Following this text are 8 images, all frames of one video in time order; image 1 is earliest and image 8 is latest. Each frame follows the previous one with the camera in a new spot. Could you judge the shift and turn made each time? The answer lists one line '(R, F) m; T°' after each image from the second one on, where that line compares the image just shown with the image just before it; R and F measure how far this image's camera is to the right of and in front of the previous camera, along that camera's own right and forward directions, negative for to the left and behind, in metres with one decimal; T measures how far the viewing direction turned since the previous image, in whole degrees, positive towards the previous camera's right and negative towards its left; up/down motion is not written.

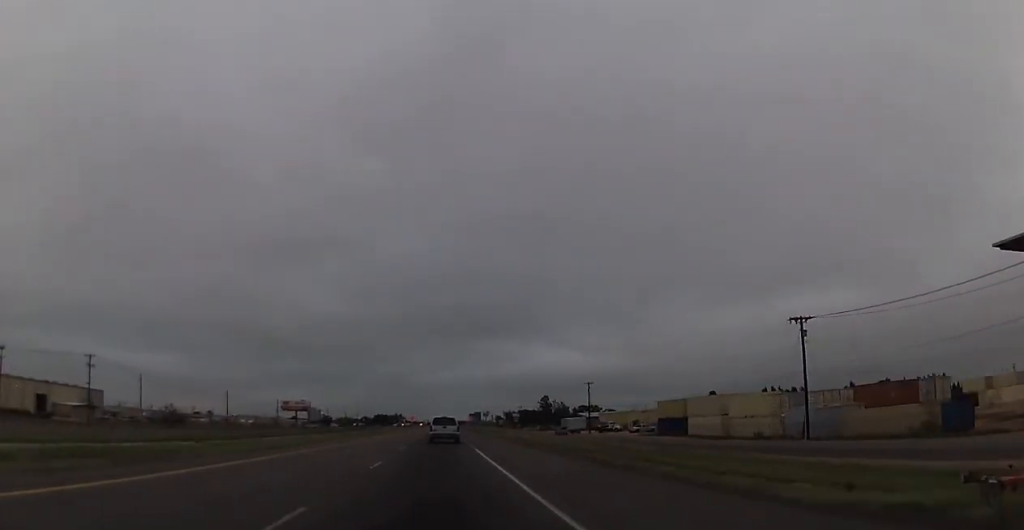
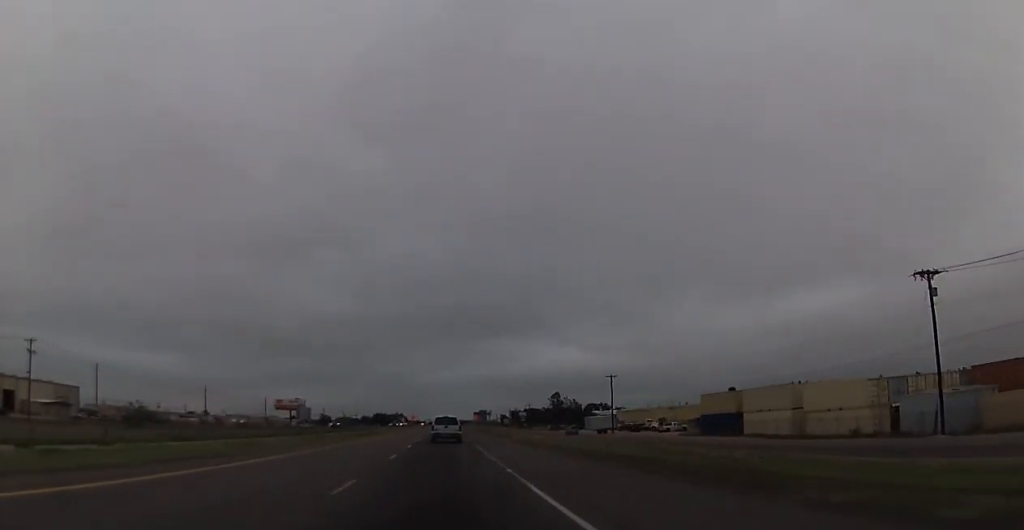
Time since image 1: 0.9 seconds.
(-0.1, +19.4) m; 0°
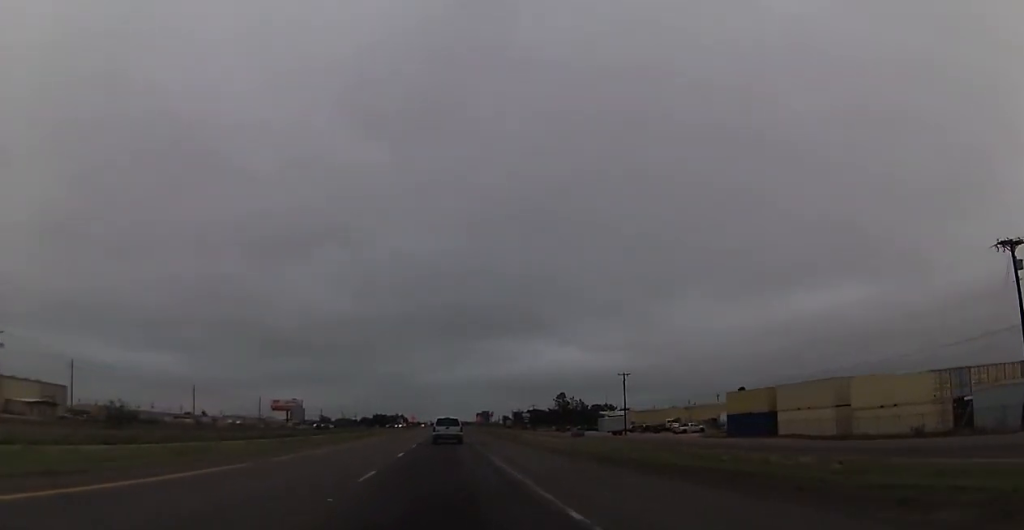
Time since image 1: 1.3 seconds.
(+0.2, +8.9) m; 0°
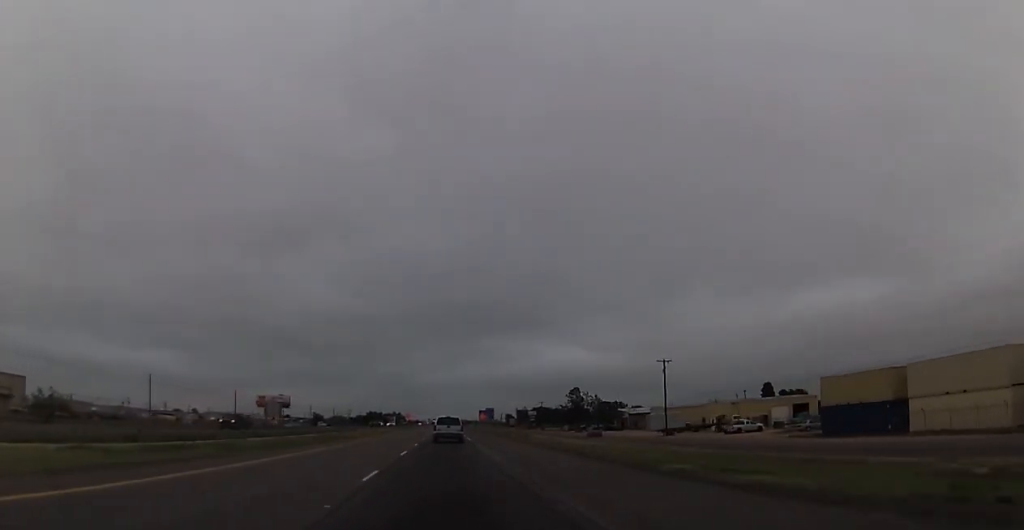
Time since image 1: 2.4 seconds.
(+0.1, +24.5) m; 0°
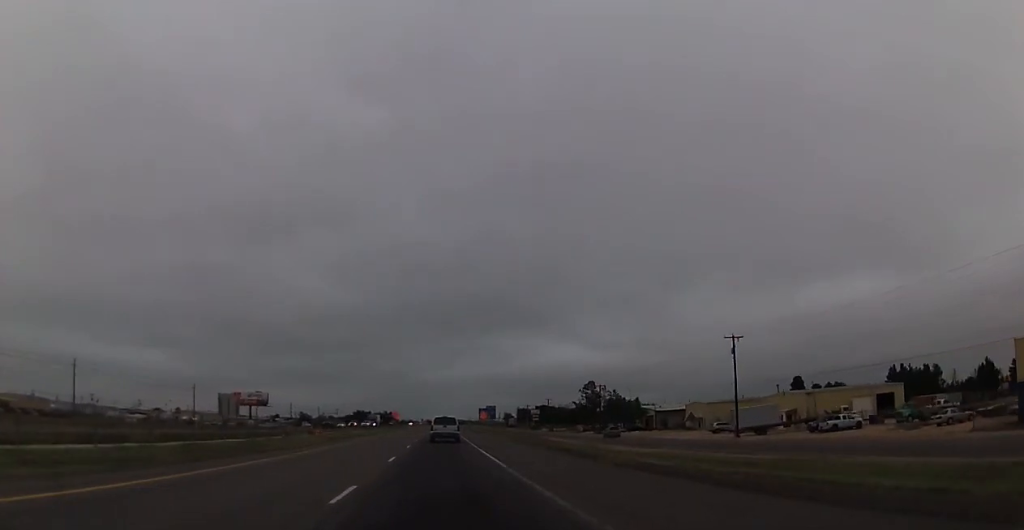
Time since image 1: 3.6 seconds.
(0.0, +28.2) m; -1°
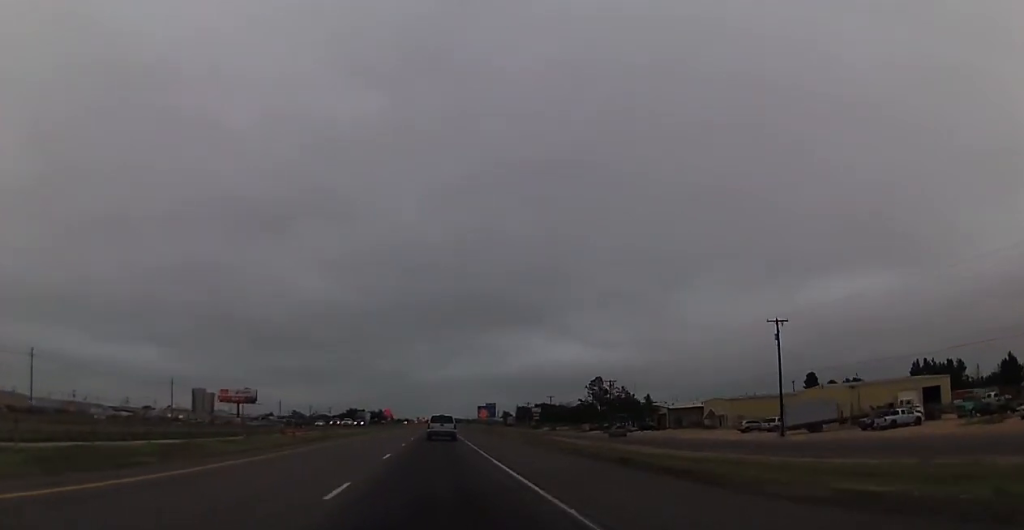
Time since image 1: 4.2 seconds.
(-0.3, +11.9) m; +1°
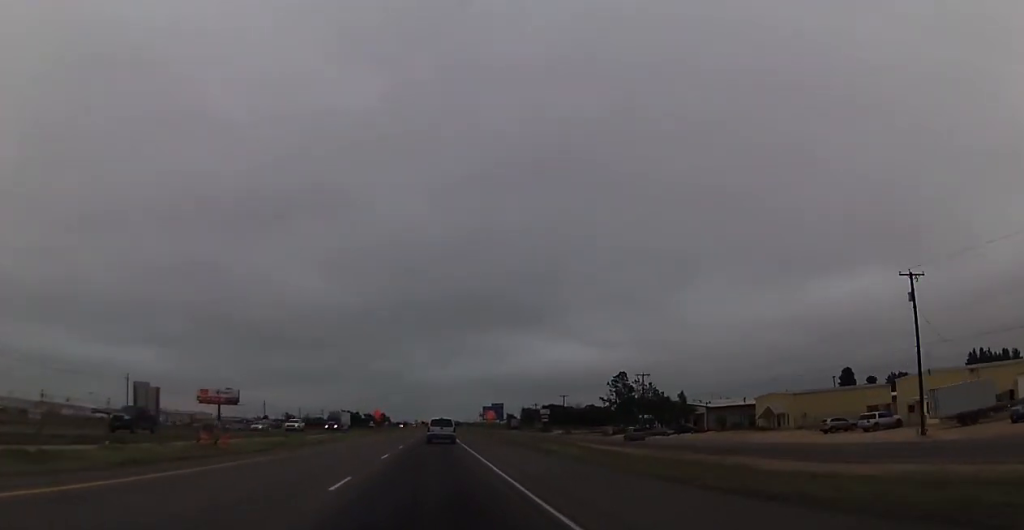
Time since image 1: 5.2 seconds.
(+0.4, +22.2) m; +1°
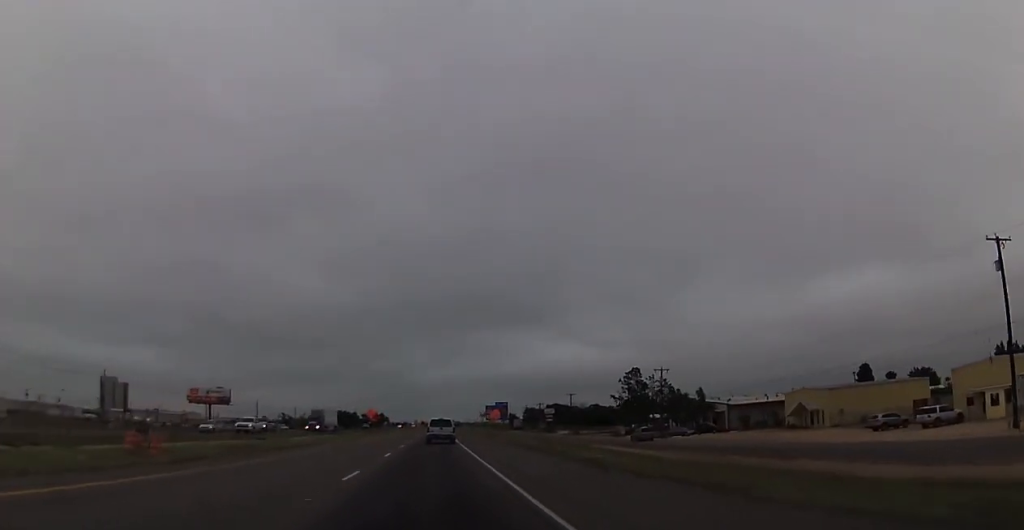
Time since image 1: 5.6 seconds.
(+0.2, +9.6) m; 0°
